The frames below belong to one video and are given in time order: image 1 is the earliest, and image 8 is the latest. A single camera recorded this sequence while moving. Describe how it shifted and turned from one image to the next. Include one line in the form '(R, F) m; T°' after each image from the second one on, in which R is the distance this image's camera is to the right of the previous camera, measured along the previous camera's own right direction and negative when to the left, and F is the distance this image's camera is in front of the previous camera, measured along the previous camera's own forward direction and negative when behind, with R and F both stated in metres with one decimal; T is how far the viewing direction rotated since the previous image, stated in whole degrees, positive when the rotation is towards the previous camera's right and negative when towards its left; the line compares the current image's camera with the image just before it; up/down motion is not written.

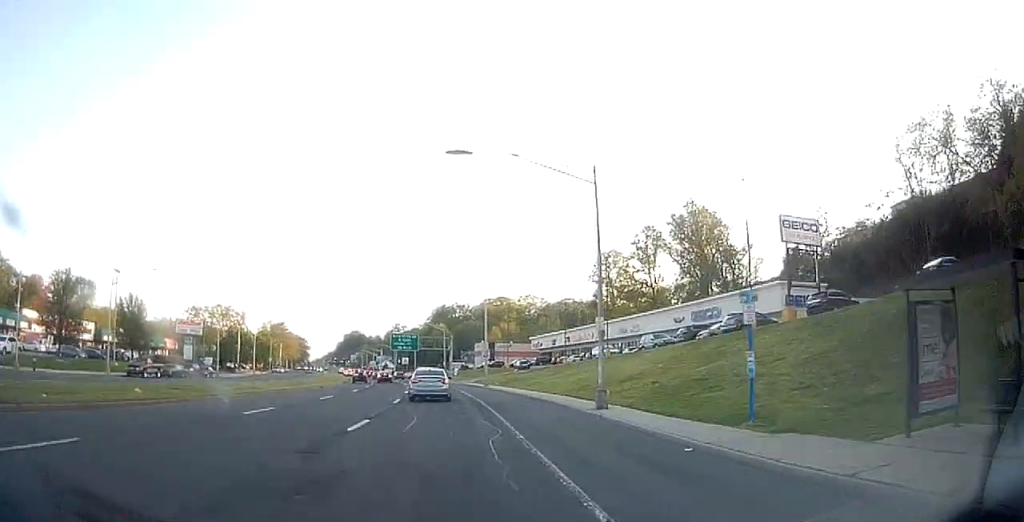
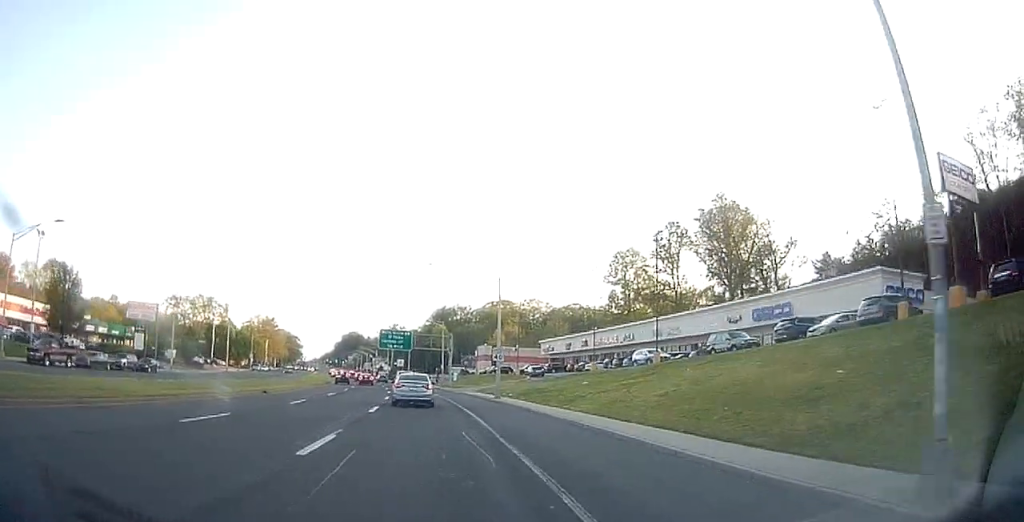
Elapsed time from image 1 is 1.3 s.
(-0.1, +15.3) m; -1°
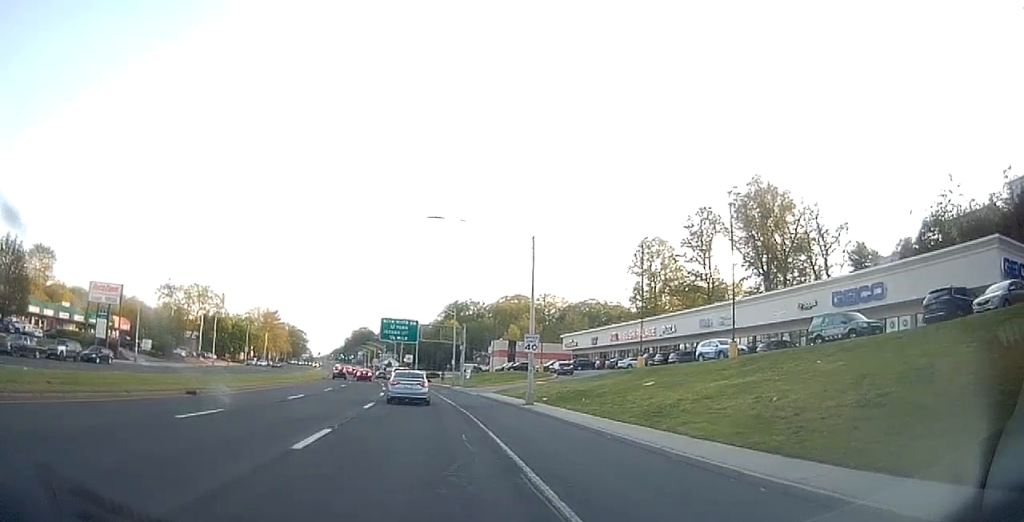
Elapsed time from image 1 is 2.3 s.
(0.0, +11.8) m; -1°
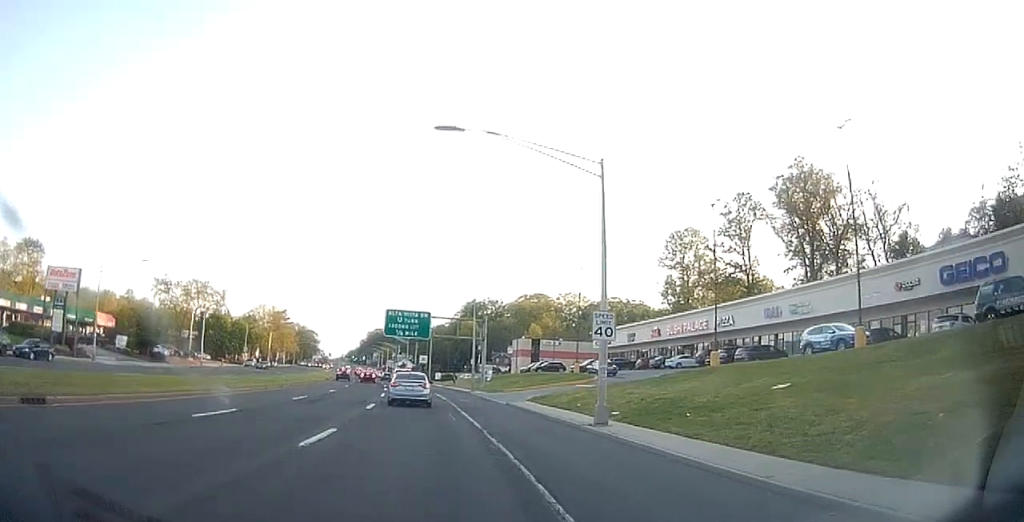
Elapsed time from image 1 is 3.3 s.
(-0.2, +11.5) m; -2°
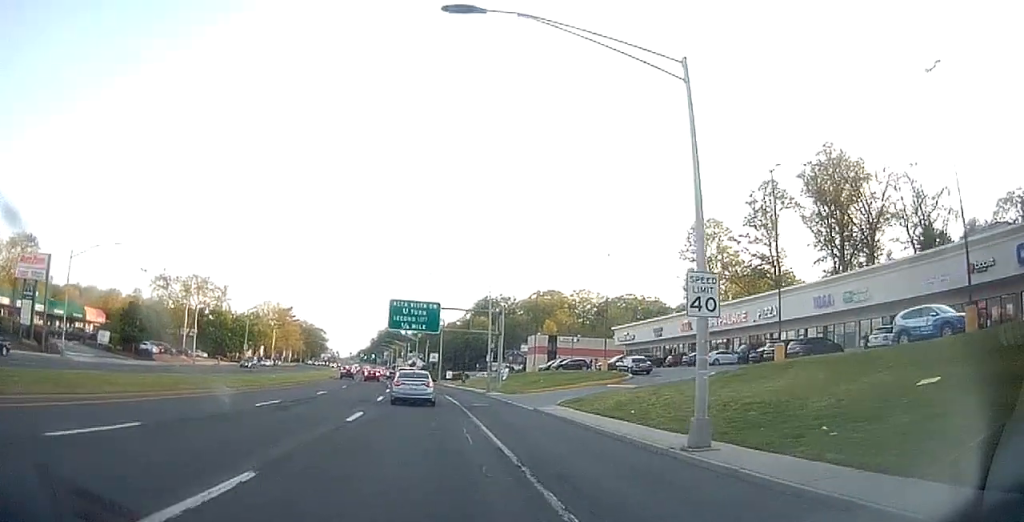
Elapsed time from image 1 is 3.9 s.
(-0.1, +6.7) m; -1°
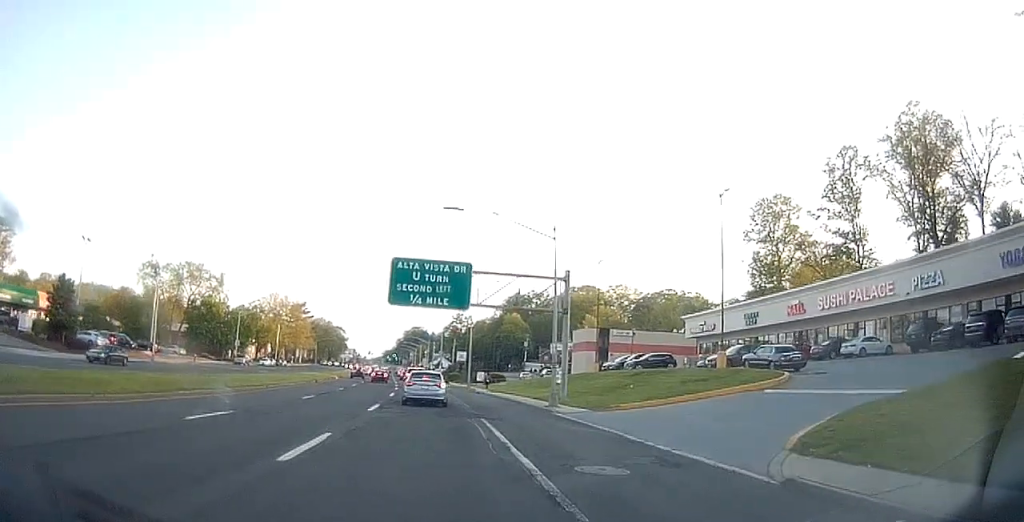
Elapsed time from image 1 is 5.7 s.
(-0.2, +19.2) m; -2°
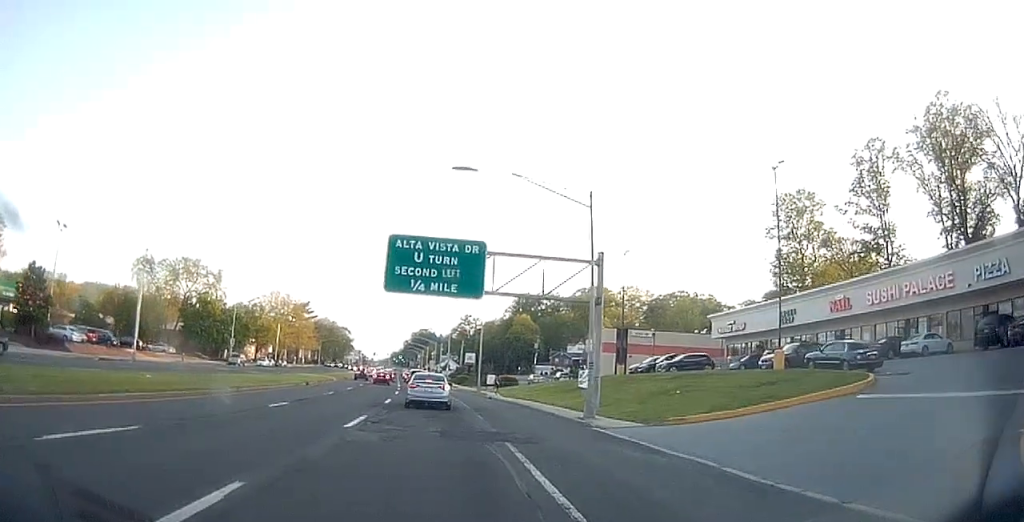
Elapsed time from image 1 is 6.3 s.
(-0.1, +5.7) m; 0°
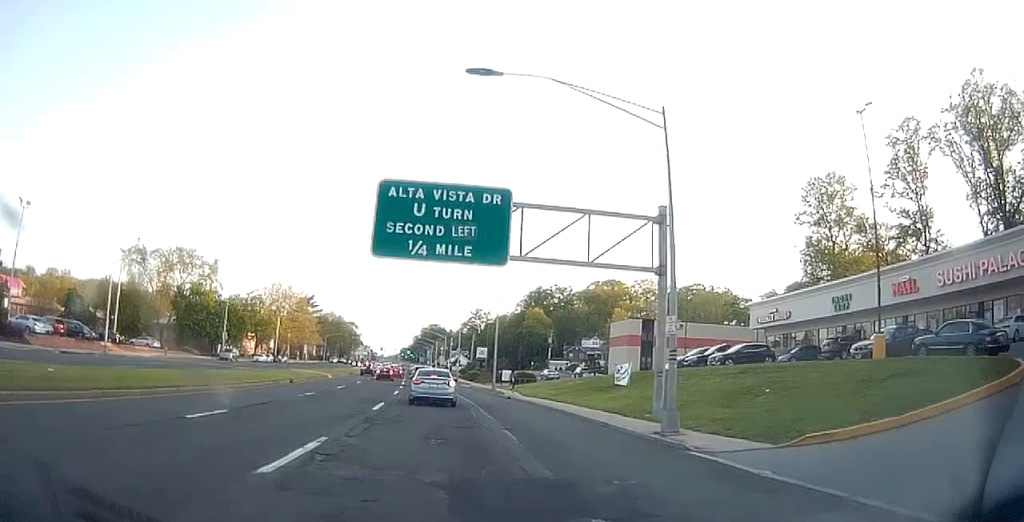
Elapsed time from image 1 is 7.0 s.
(0.0, +7.0) m; -1°
